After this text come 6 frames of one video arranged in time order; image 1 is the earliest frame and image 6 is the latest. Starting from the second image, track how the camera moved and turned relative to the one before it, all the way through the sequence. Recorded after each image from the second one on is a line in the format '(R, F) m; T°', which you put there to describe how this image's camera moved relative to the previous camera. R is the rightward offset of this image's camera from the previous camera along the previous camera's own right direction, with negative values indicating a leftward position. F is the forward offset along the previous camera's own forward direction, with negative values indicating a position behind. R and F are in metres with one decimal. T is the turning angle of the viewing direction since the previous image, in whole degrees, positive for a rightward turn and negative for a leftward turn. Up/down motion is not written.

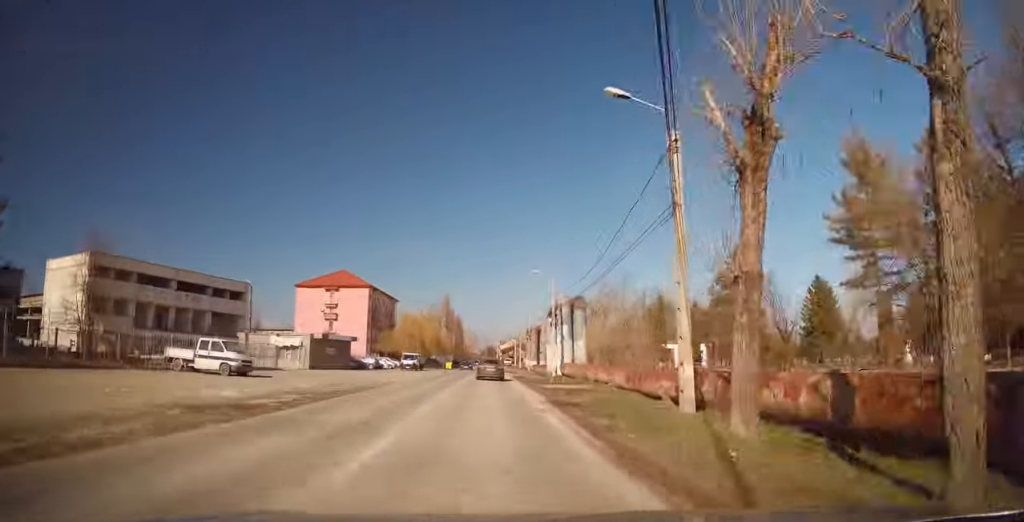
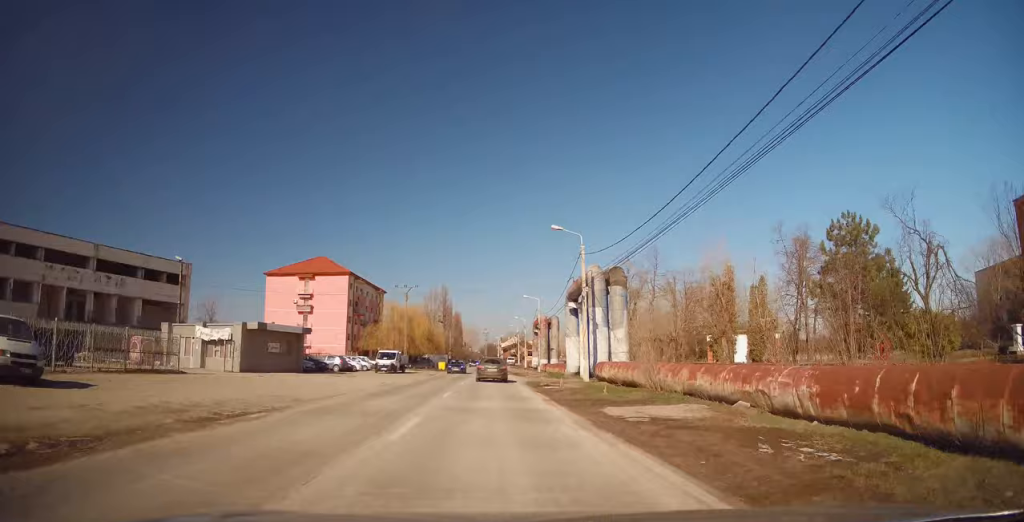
(-0.2, +15.4) m; +1°
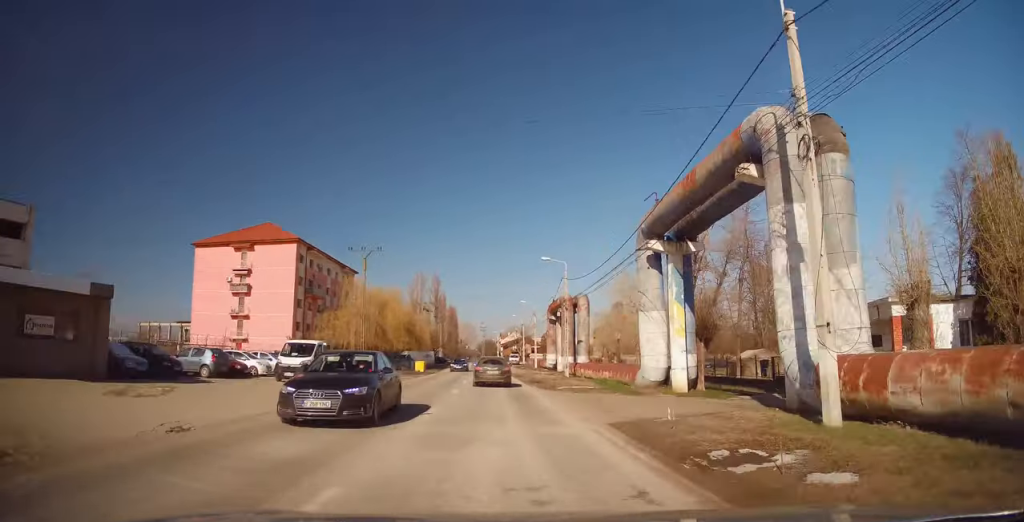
(+0.5, +24.0) m; +1°
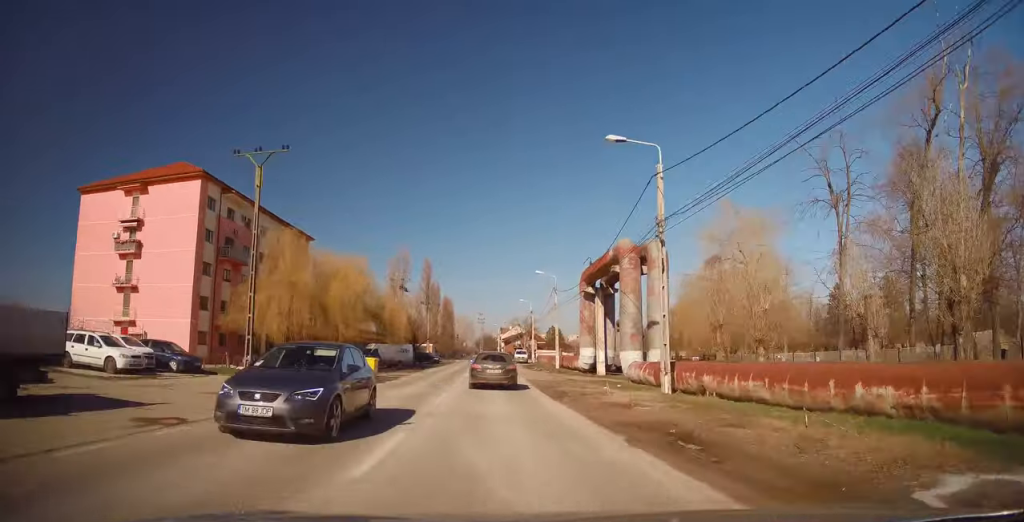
(-0.2, +23.0) m; -1°
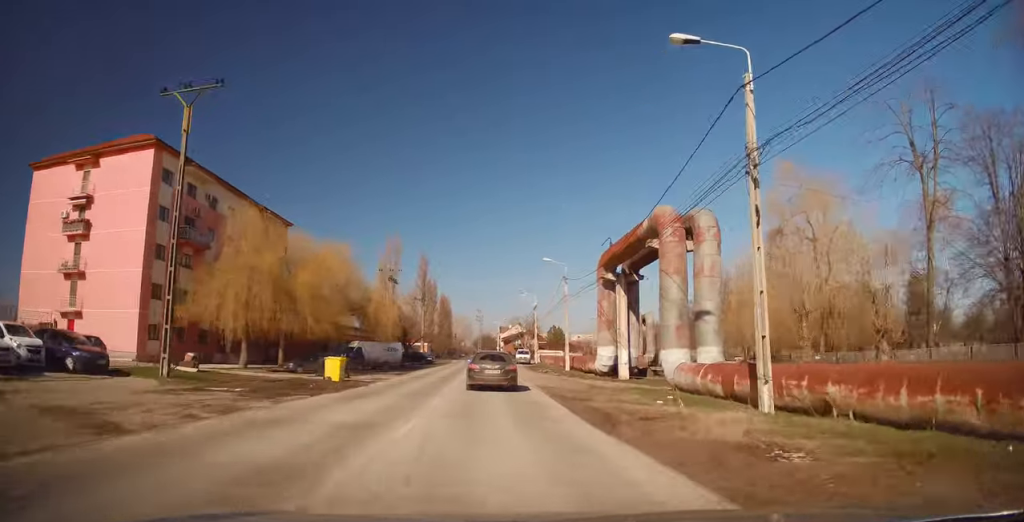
(0.0, +6.9) m; 0°
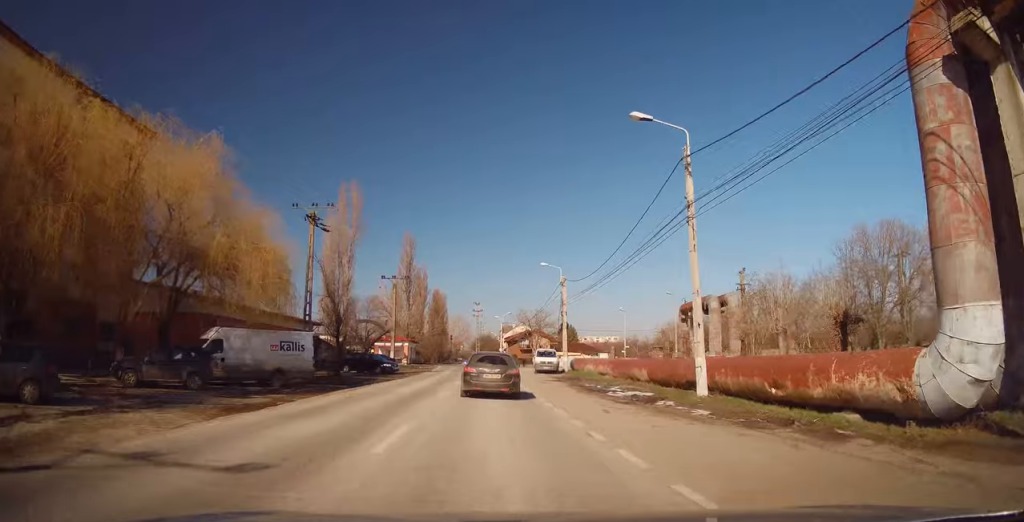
(-0.3, +25.5) m; 0°
